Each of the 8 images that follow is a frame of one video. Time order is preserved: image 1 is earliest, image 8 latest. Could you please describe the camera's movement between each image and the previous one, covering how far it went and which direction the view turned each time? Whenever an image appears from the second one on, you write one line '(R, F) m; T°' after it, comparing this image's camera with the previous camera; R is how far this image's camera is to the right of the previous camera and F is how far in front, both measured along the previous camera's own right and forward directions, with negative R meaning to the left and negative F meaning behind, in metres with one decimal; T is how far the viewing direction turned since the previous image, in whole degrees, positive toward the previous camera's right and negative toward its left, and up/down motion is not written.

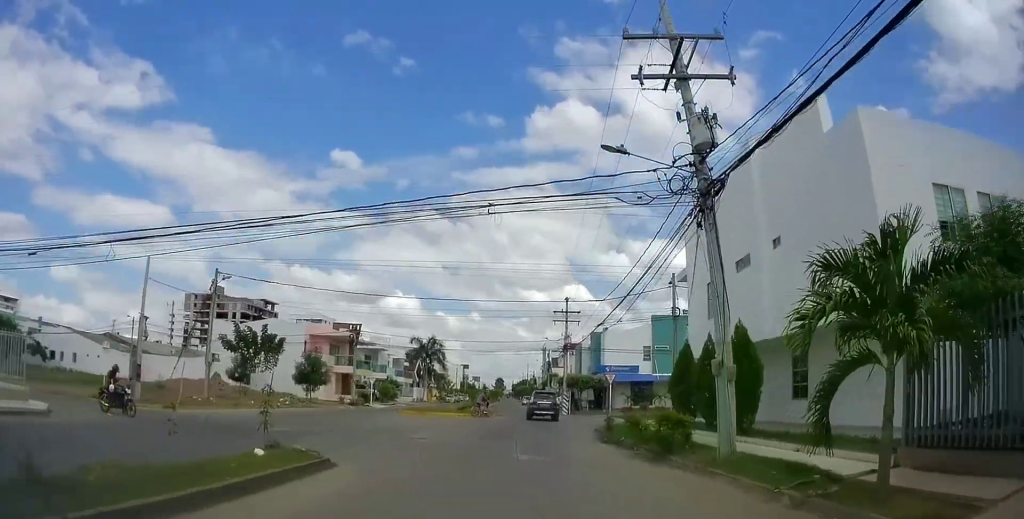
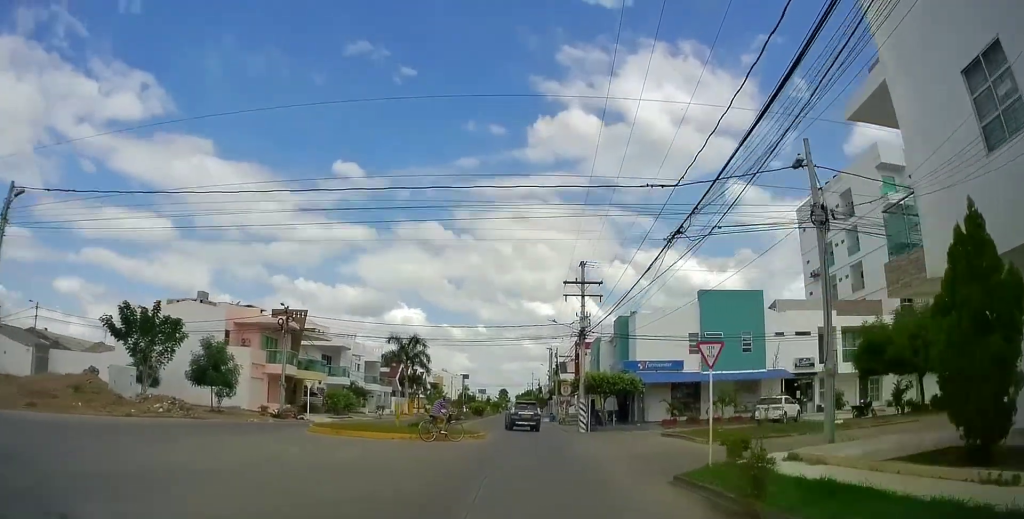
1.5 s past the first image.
(+0.6, +16.5) m; +1°
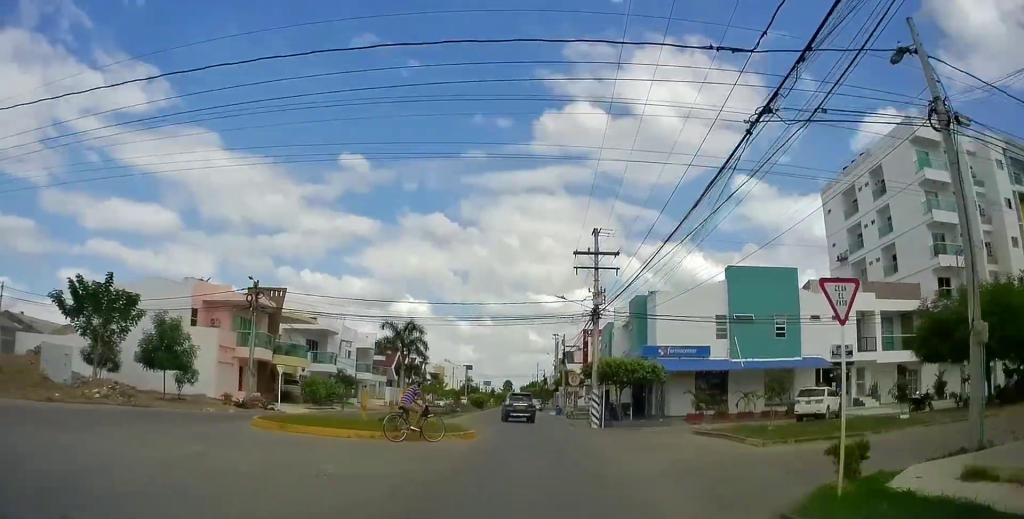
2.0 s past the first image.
(+0.1, +5.3) m; -1°
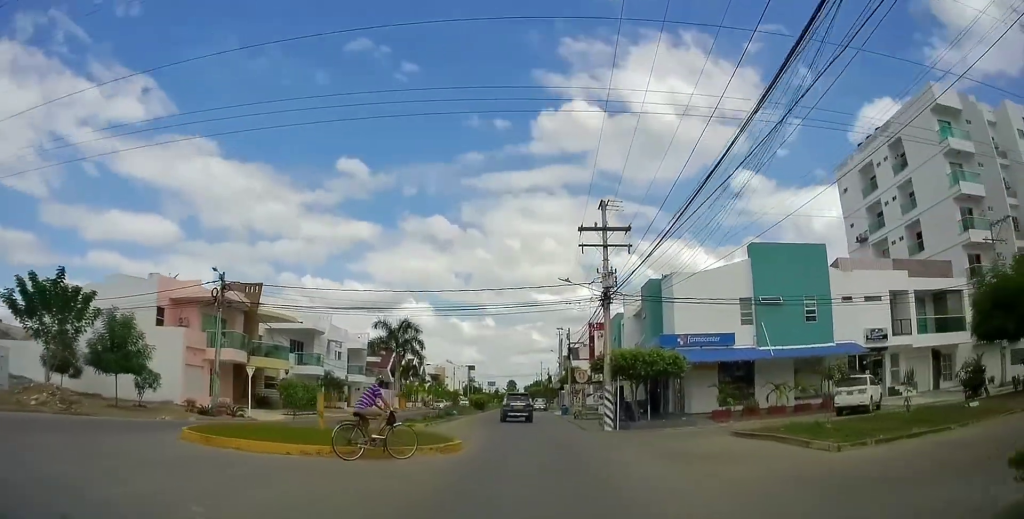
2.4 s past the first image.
(-0.2, +4.2) m; 0°
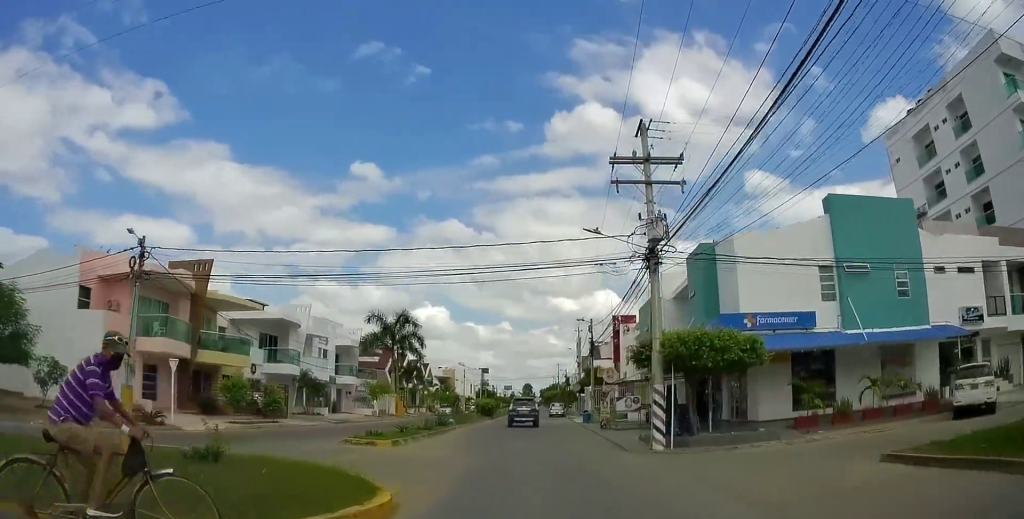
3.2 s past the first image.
(-0.2, +8.3) m; -1°
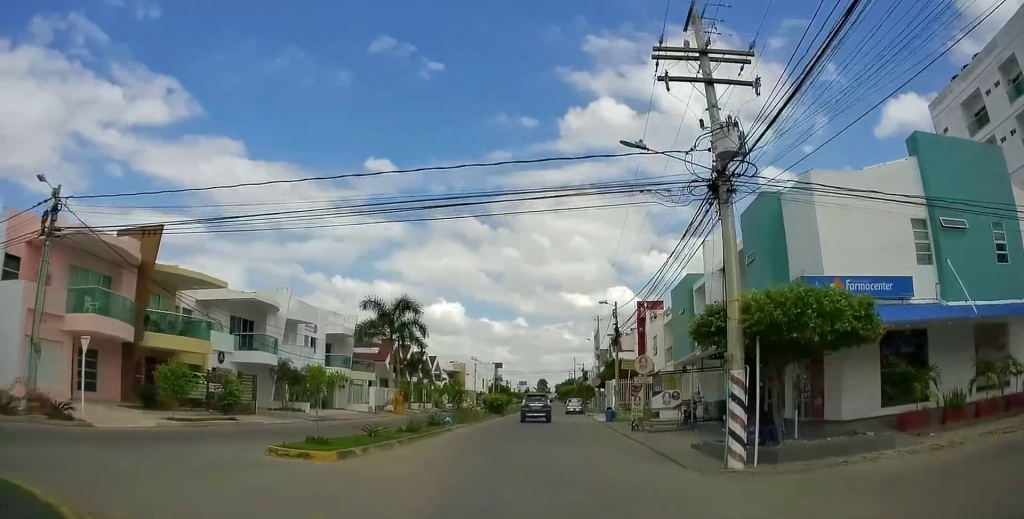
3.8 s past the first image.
(+0.2, +6.0) m; -2°
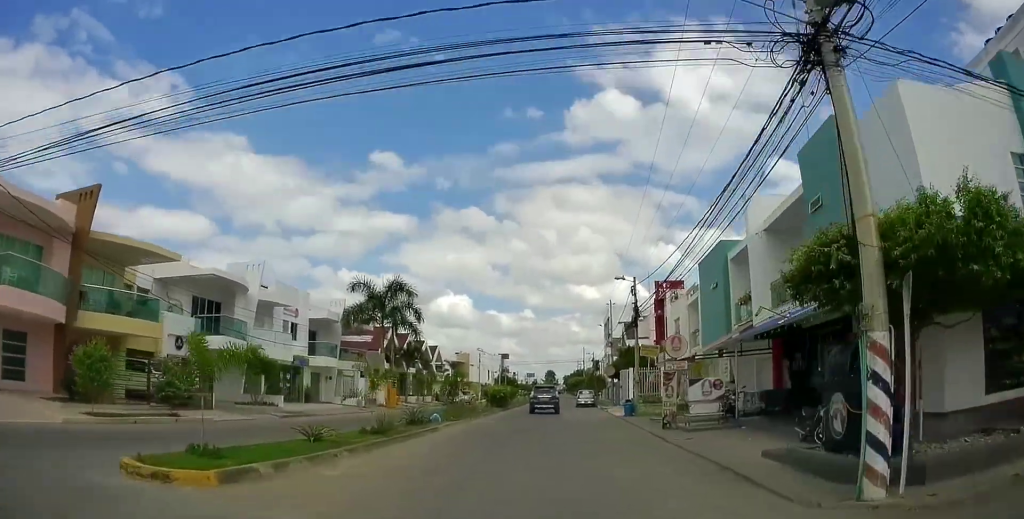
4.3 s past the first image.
(-0.1, +5.1) m; -1°
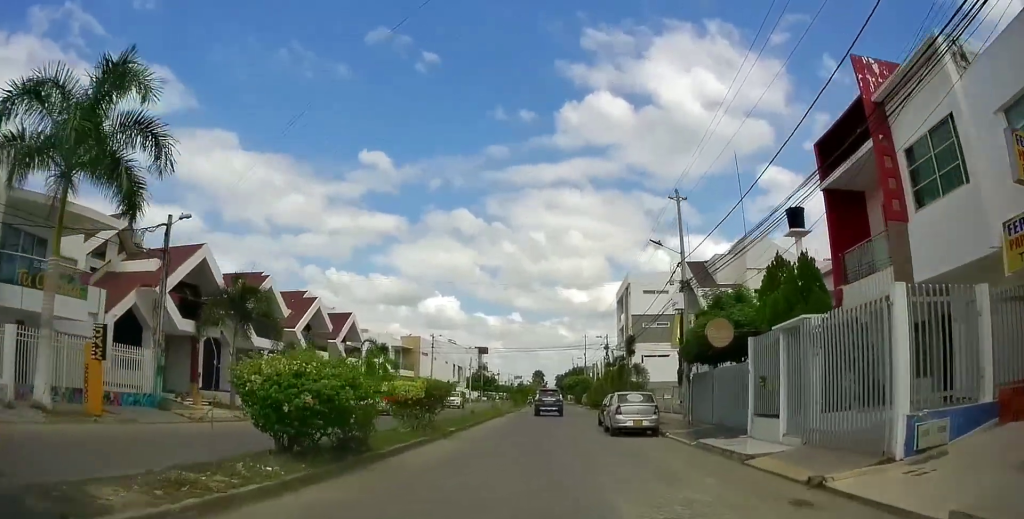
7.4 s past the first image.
(-1.3, +31.9) m; -1°
